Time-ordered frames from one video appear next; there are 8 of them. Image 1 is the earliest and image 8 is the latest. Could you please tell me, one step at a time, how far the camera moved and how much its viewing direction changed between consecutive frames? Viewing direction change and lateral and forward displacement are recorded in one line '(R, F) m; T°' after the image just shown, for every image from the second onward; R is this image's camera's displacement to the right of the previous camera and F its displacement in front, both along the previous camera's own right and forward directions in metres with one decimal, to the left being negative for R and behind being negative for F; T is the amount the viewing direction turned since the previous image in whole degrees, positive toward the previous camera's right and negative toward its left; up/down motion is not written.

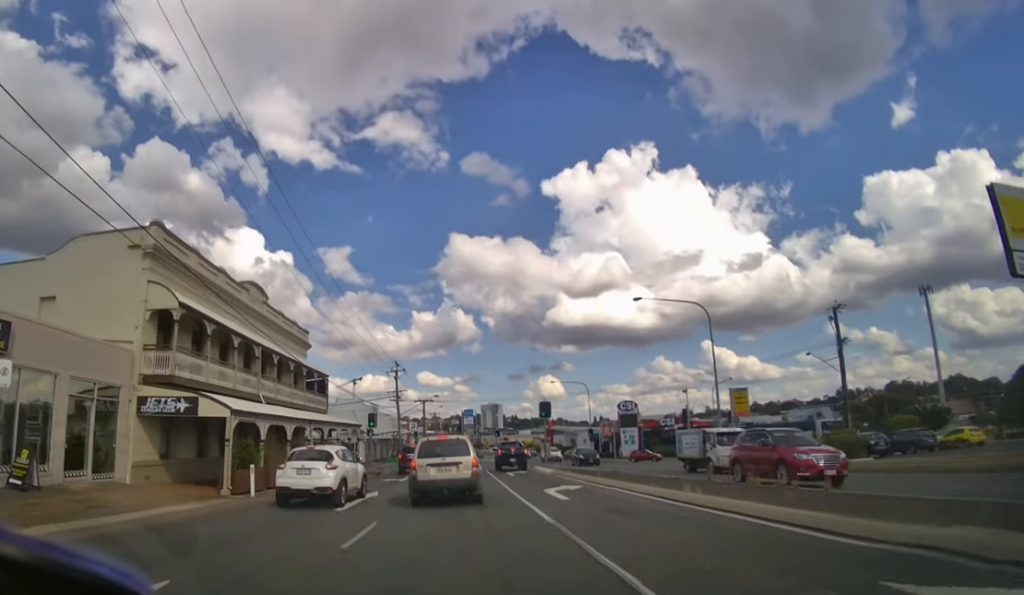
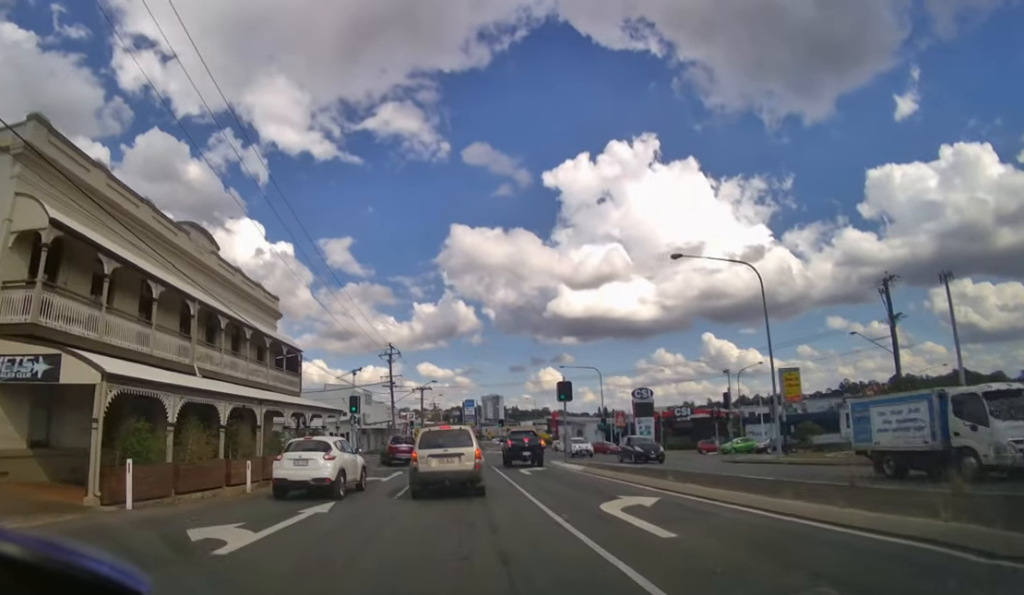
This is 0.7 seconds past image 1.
(0.0, +6.5) m; 0°
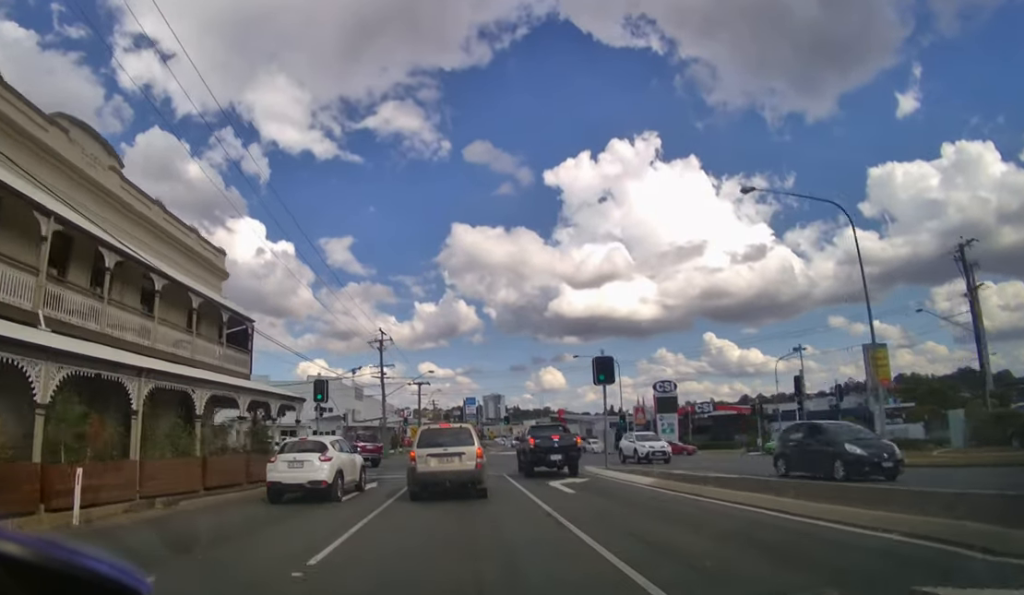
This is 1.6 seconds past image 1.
(0.0, +7.5) m; 0°
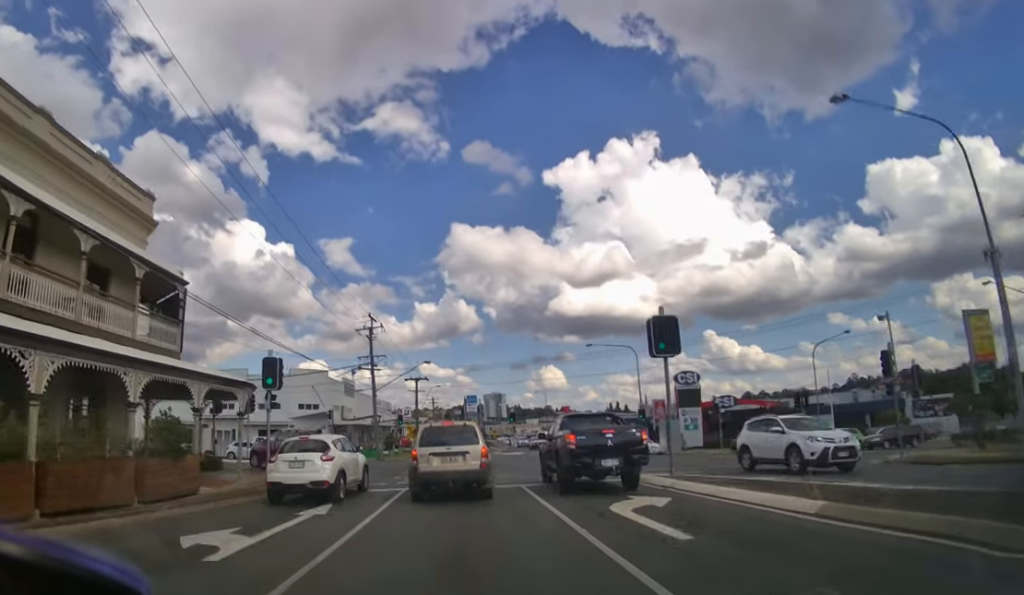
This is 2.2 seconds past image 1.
(0.0, +5.9) m; 0°
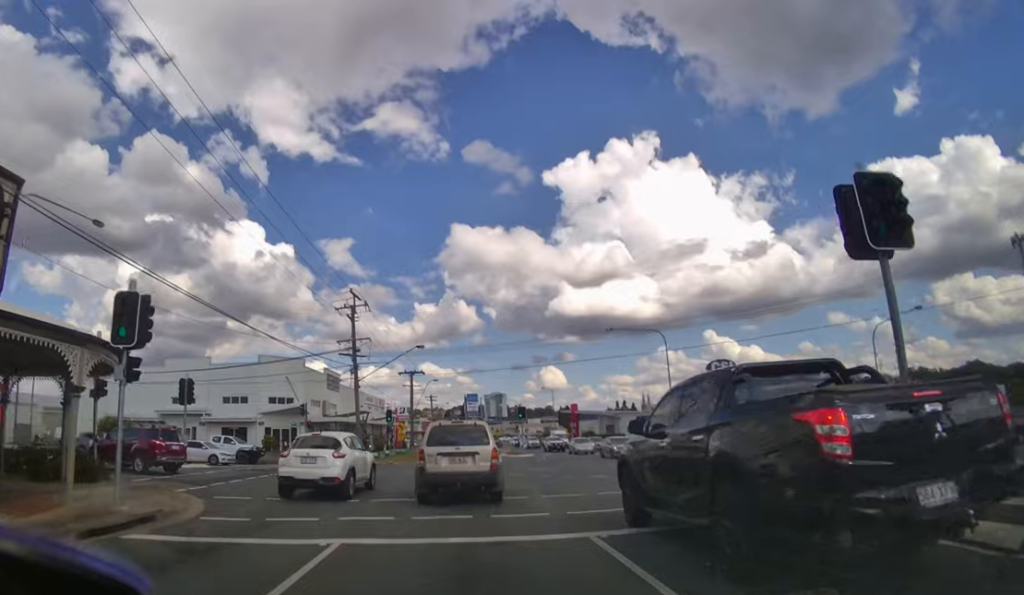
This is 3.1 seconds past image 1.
(0.0, +7.6) m; 0°
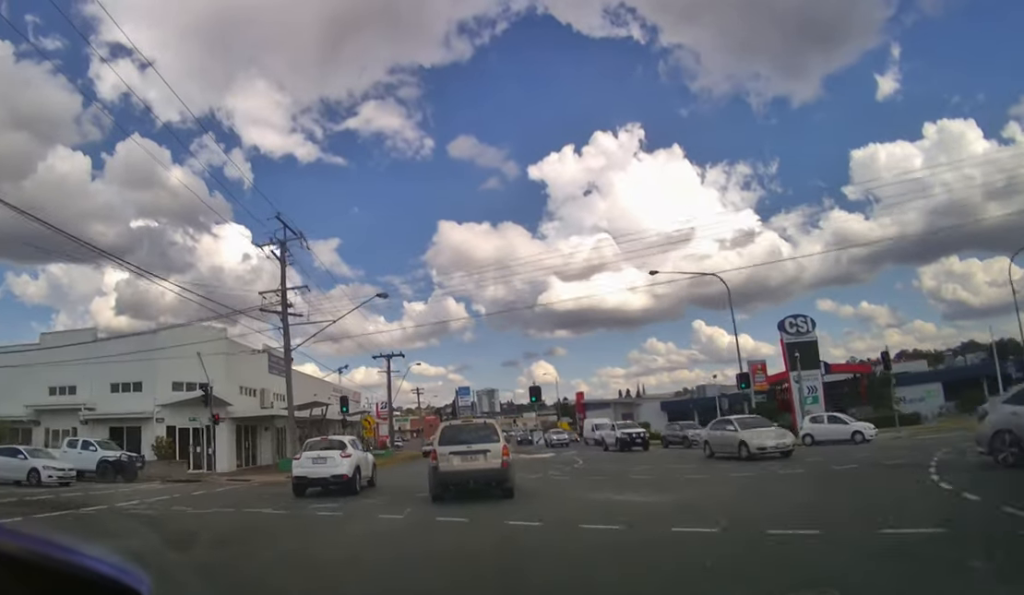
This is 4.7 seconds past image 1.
(+0.1, +11.9) m; 0°
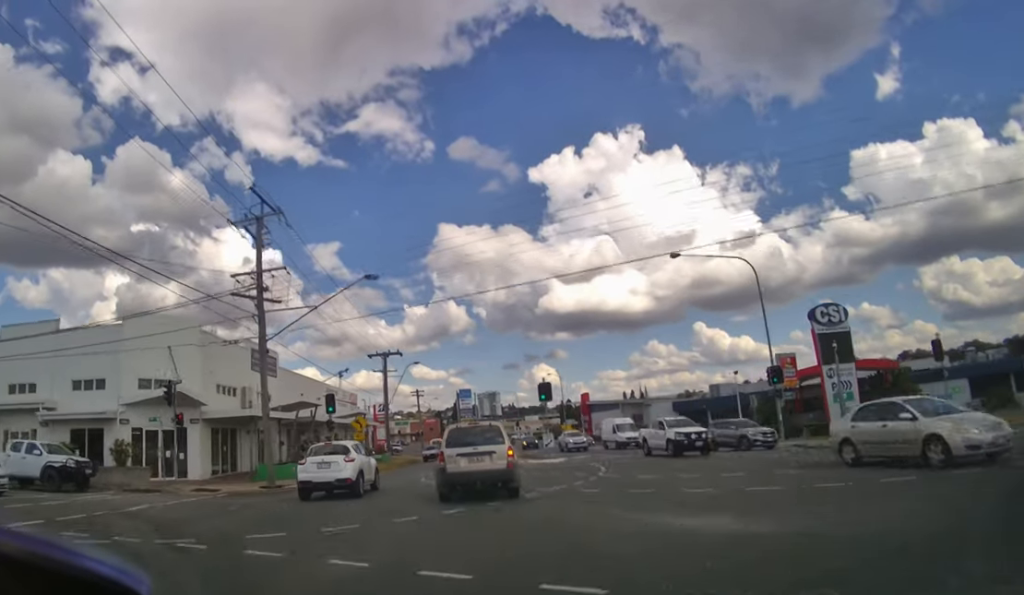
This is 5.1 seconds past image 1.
(0.0, +2.8) m; 0°
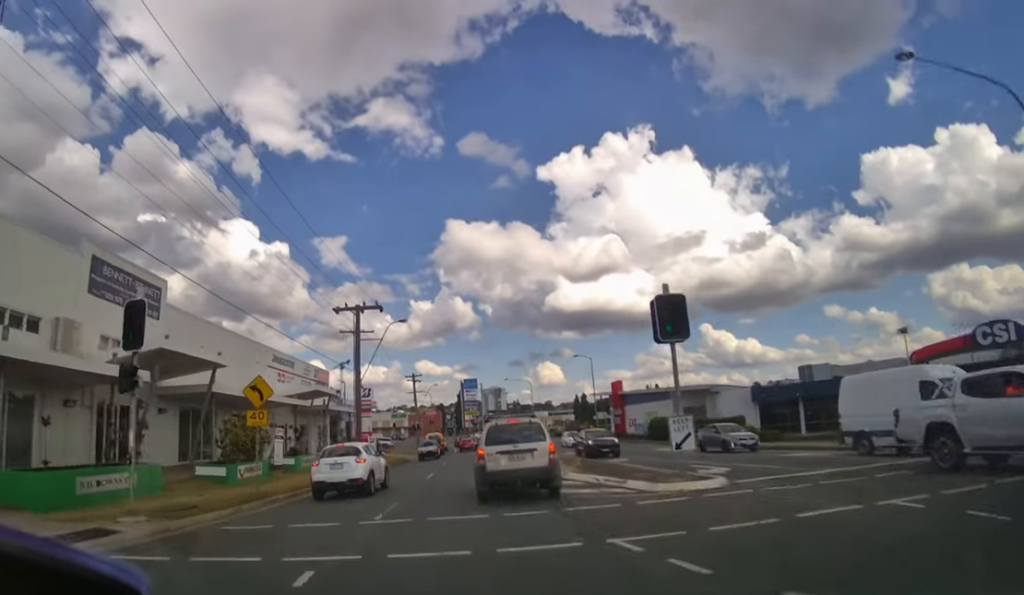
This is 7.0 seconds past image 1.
(0.0, +14.4) m; 0°
